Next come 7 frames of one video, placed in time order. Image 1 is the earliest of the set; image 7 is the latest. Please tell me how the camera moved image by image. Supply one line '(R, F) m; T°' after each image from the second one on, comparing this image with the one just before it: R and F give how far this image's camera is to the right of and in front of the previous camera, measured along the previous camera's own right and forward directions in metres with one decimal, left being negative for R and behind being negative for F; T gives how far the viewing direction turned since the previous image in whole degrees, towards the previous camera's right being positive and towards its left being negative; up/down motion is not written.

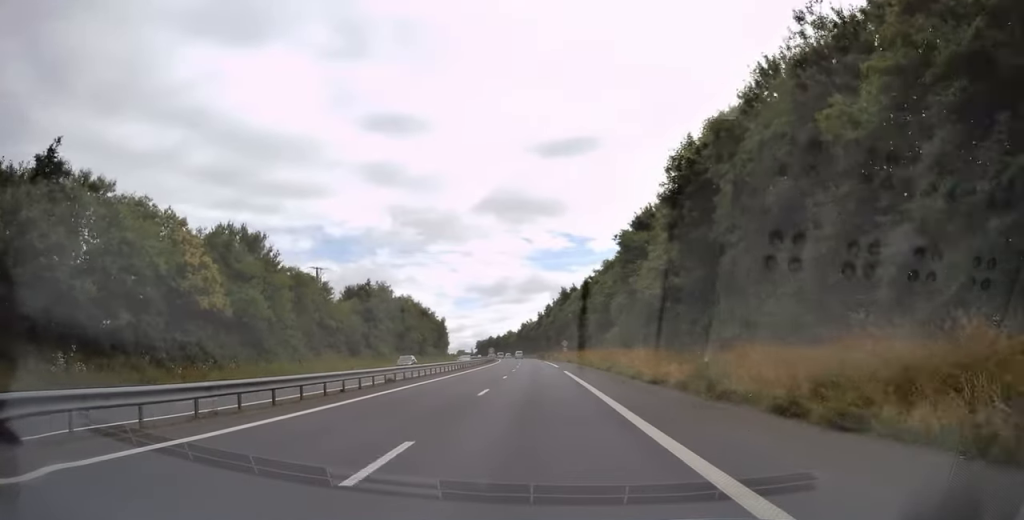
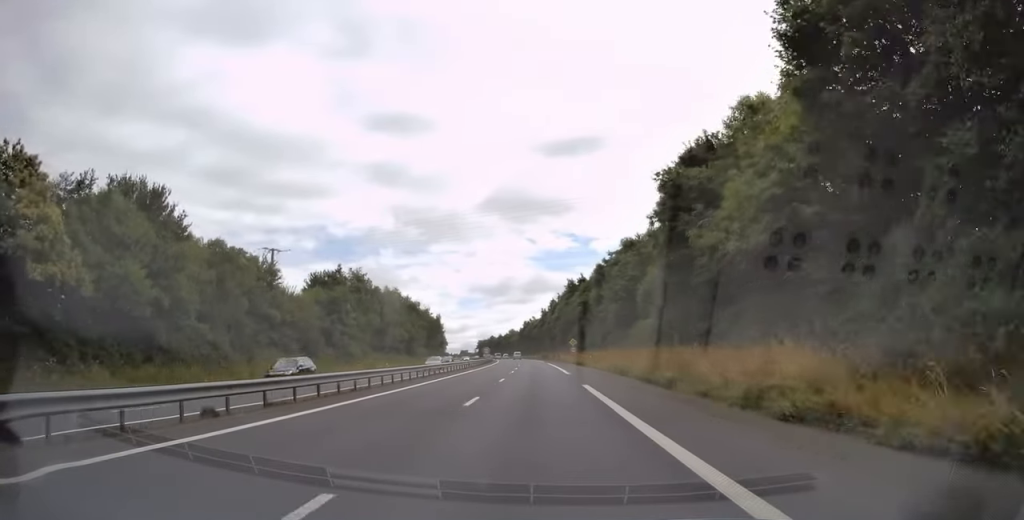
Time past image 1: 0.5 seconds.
(+0.3, +16.6) m; 0°
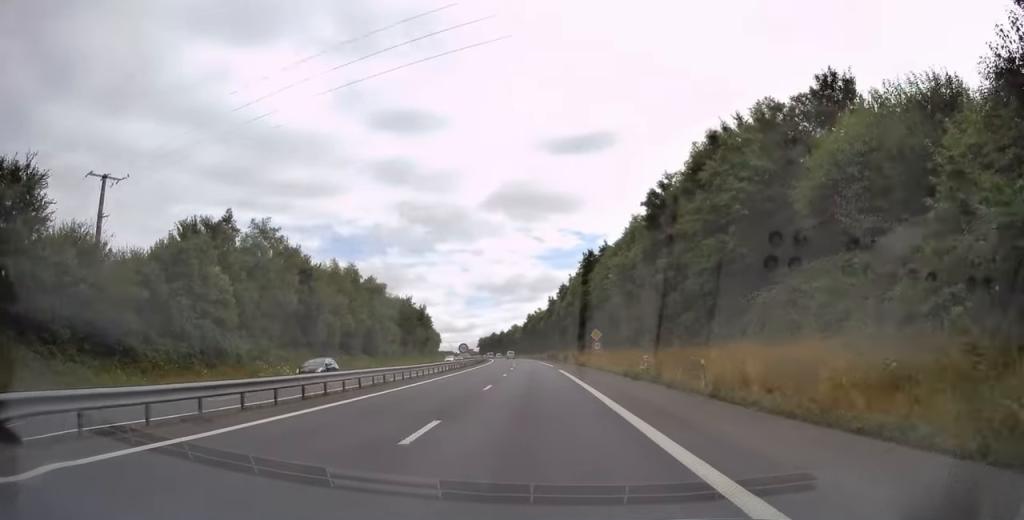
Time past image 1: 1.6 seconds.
(-0.4, +33.2) m; -2°
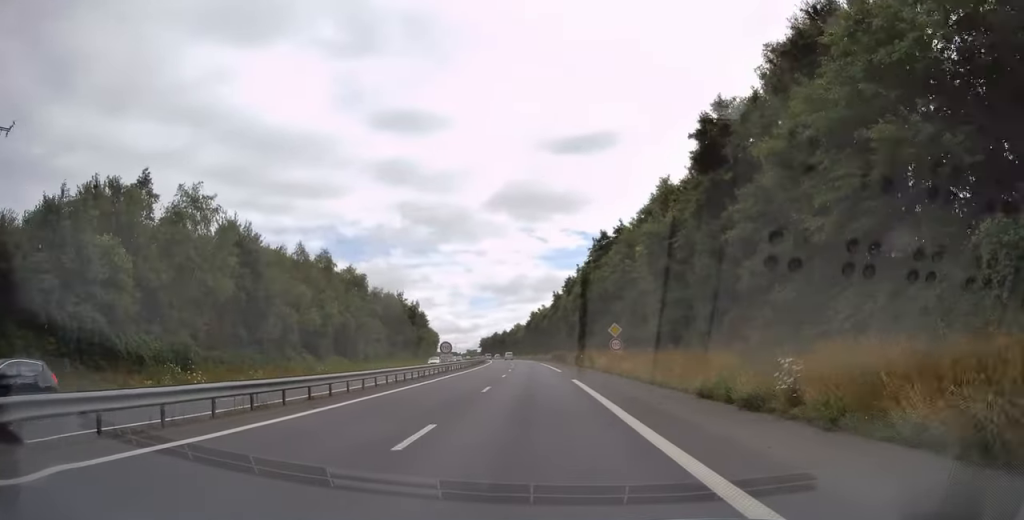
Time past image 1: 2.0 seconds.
(-0.2, +13.5) m; 0°
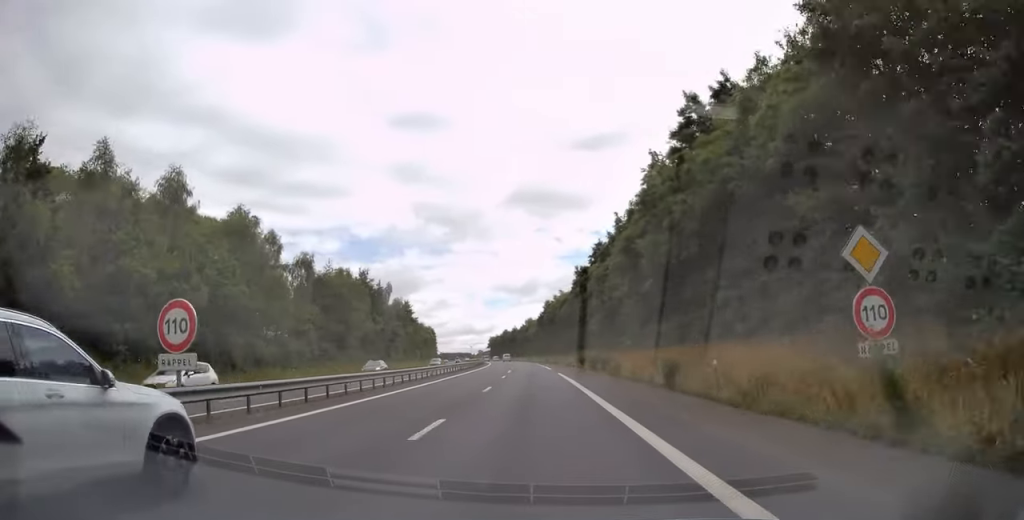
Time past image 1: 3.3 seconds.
(-0.4, +38.4) m; -1°
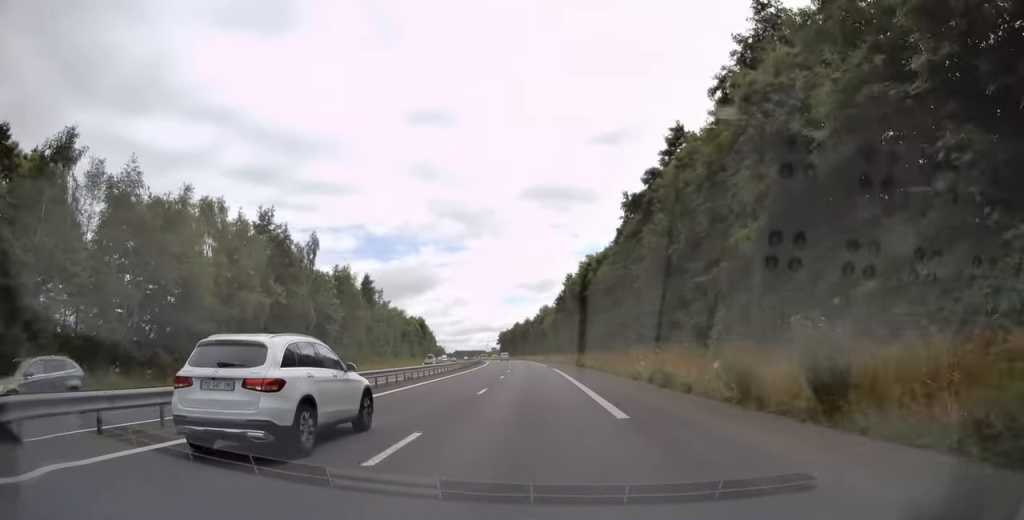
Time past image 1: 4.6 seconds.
(-0.2, +42.0) m; -2°
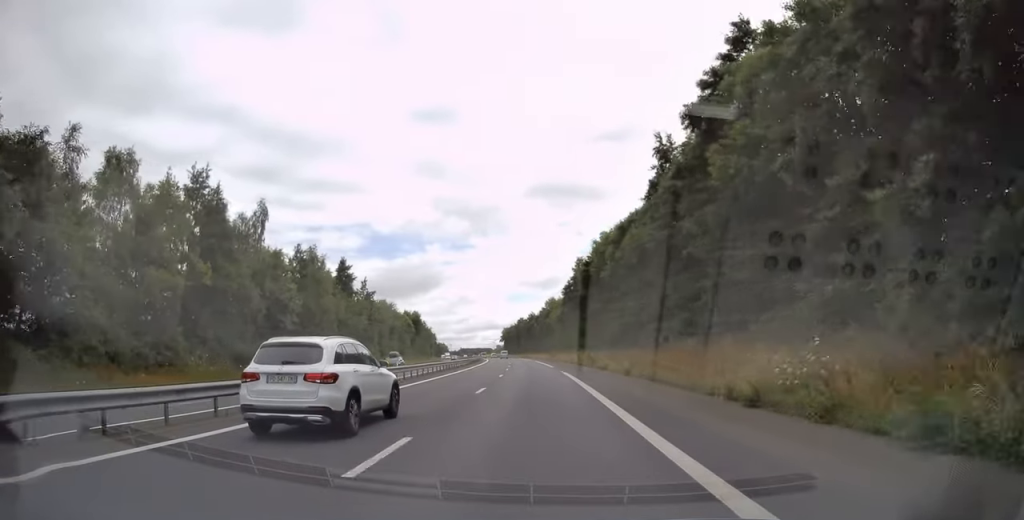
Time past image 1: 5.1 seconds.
(-0.3, +13.9) m; -1°
